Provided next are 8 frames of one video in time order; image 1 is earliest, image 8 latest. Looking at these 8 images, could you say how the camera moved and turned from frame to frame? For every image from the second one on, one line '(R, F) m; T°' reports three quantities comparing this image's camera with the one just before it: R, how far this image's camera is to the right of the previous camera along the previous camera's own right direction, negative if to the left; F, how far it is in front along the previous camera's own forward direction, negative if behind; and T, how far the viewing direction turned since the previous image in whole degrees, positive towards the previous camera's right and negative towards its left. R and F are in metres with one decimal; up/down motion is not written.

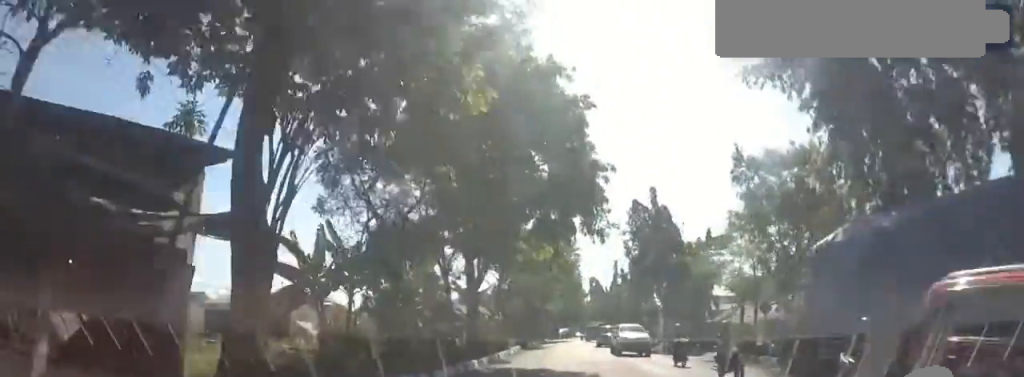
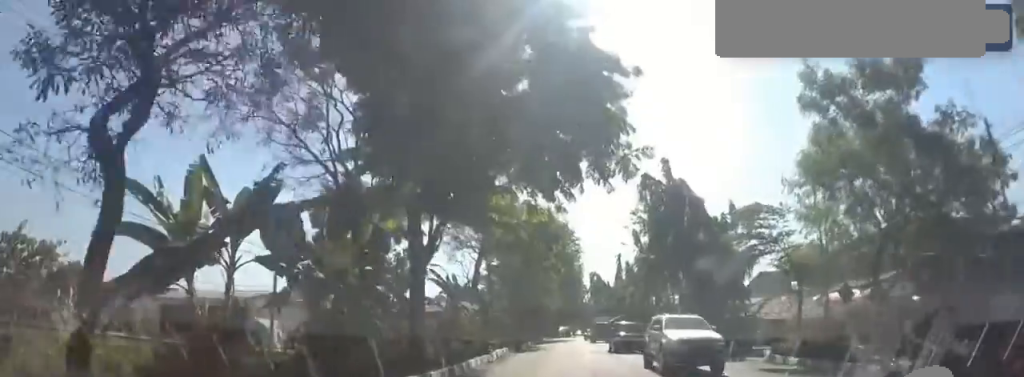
(+0.2, +7.4) m; 0°
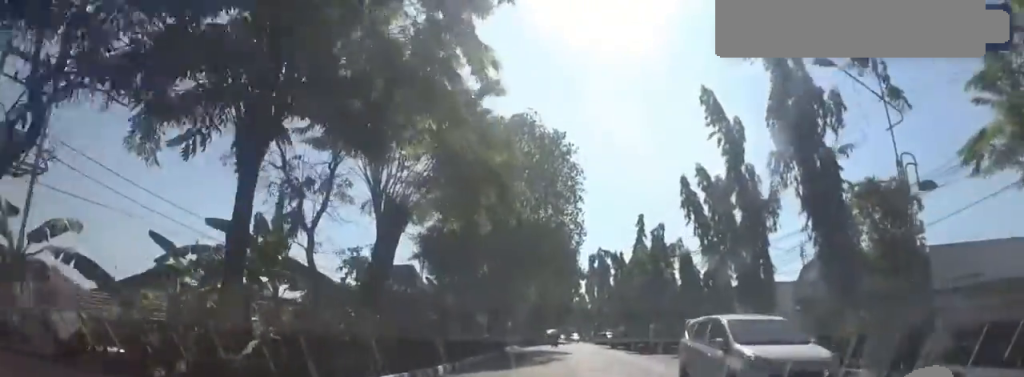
(-1.3, +34.5) m; -3°
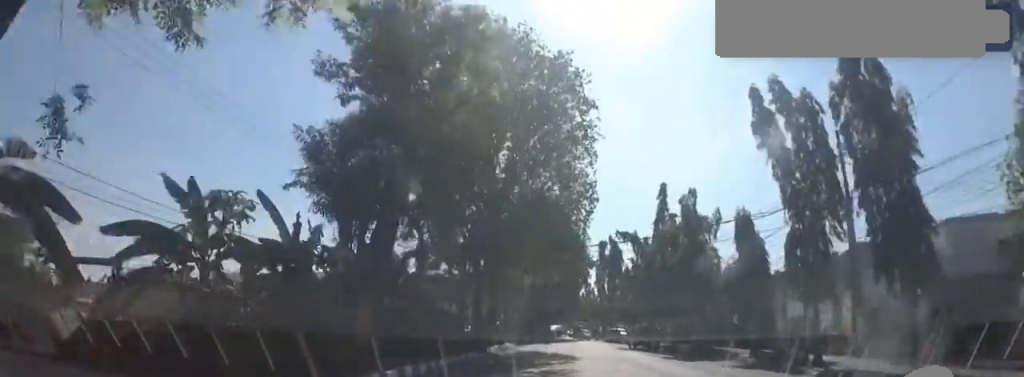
(0.0, +10.1) m; 0°
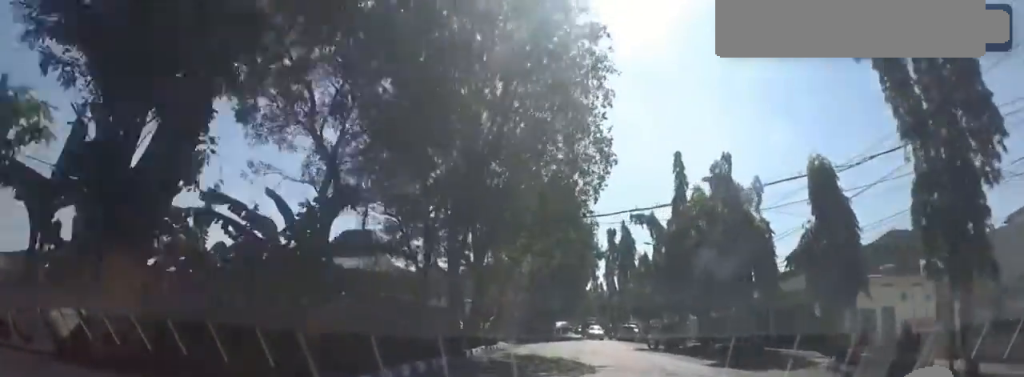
(0.0, +6.9) m; 0°
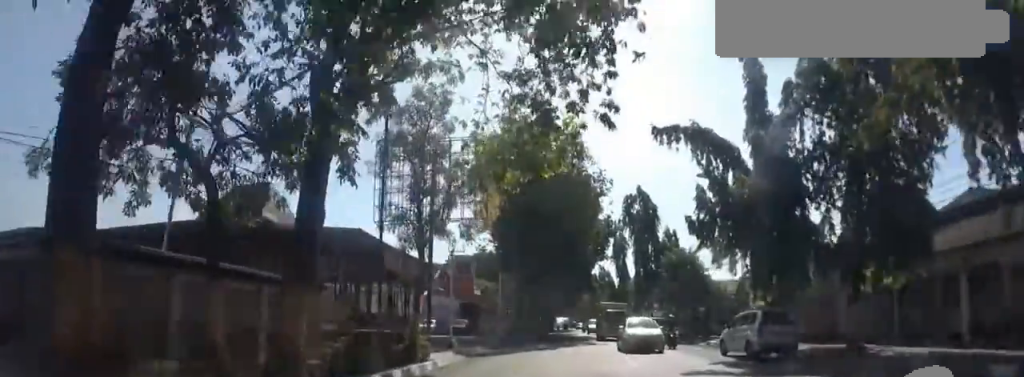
(+0.4, +17.1) m; +1°
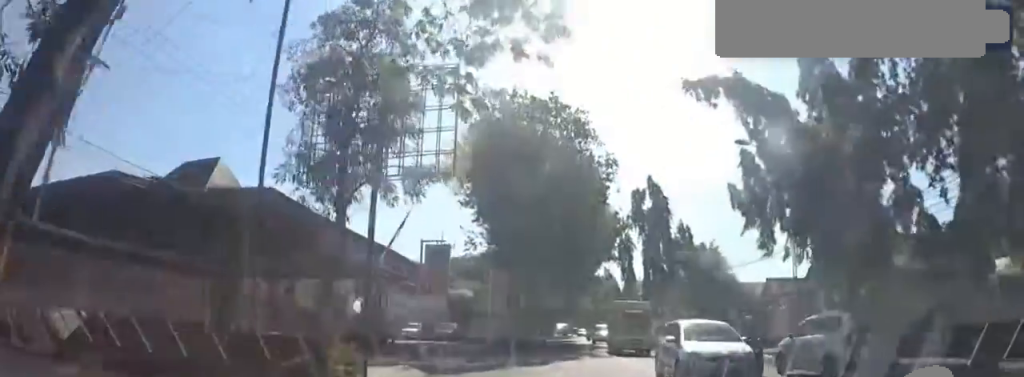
(+0.3, +5.4) m; -3°
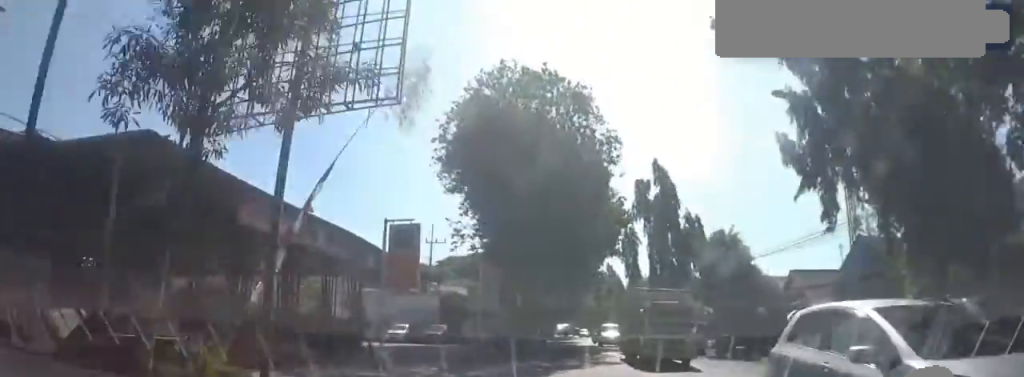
(-0.2, +3.9) m; -2°
